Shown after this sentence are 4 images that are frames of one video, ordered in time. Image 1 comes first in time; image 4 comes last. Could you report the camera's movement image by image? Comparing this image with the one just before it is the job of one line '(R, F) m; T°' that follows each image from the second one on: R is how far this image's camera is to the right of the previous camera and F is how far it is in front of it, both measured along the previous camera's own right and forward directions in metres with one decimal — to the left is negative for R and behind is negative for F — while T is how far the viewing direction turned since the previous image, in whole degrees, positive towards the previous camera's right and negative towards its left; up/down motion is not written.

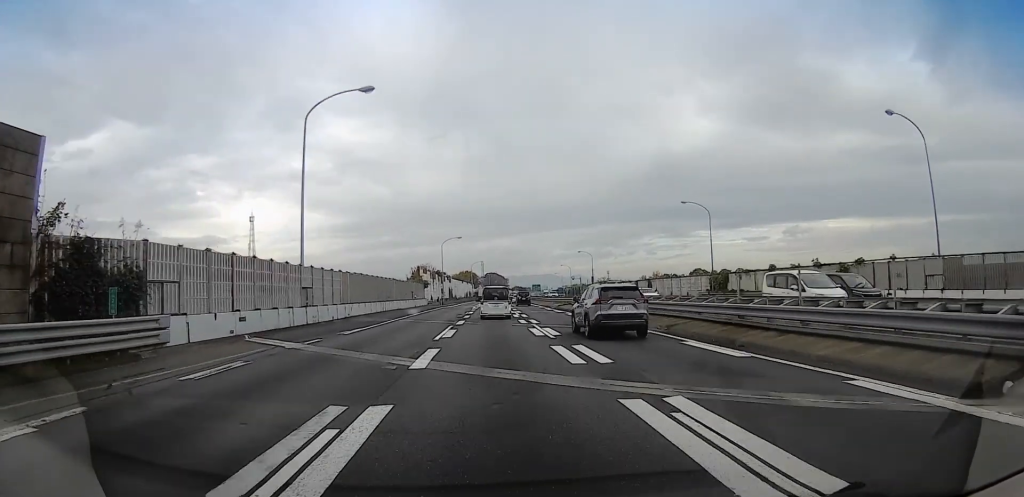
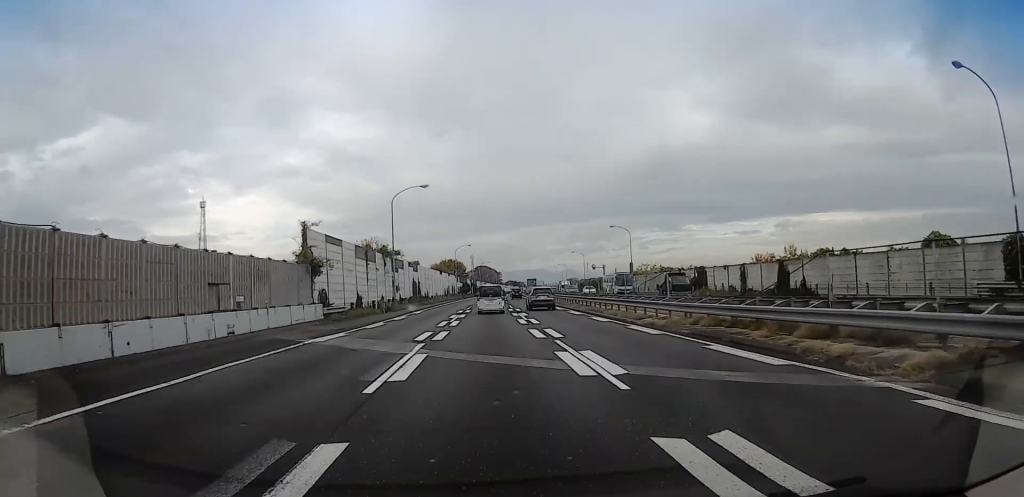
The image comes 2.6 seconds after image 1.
(0.0, +49.2) m; 0°
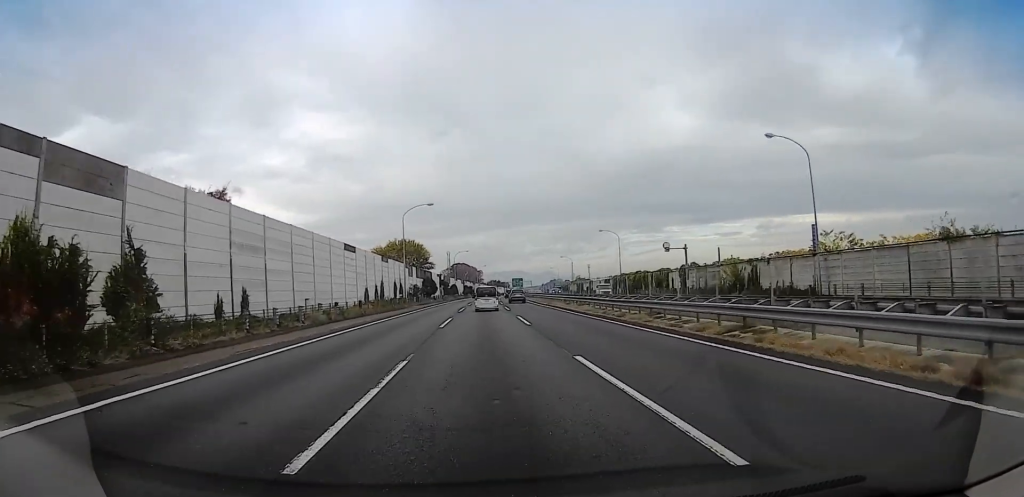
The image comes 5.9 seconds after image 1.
(+2.0, +64.4) m; +1°
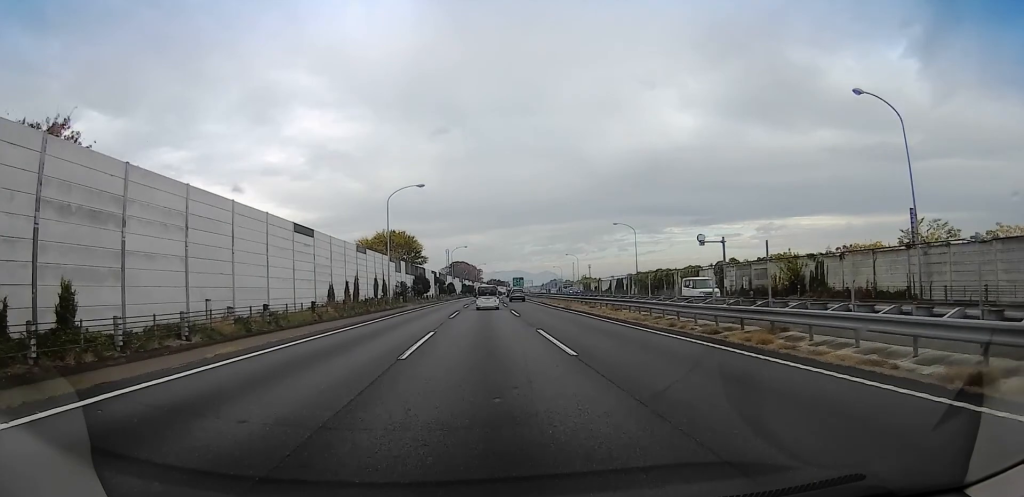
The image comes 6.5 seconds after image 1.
(-0.2, +11.4) m; -1°
